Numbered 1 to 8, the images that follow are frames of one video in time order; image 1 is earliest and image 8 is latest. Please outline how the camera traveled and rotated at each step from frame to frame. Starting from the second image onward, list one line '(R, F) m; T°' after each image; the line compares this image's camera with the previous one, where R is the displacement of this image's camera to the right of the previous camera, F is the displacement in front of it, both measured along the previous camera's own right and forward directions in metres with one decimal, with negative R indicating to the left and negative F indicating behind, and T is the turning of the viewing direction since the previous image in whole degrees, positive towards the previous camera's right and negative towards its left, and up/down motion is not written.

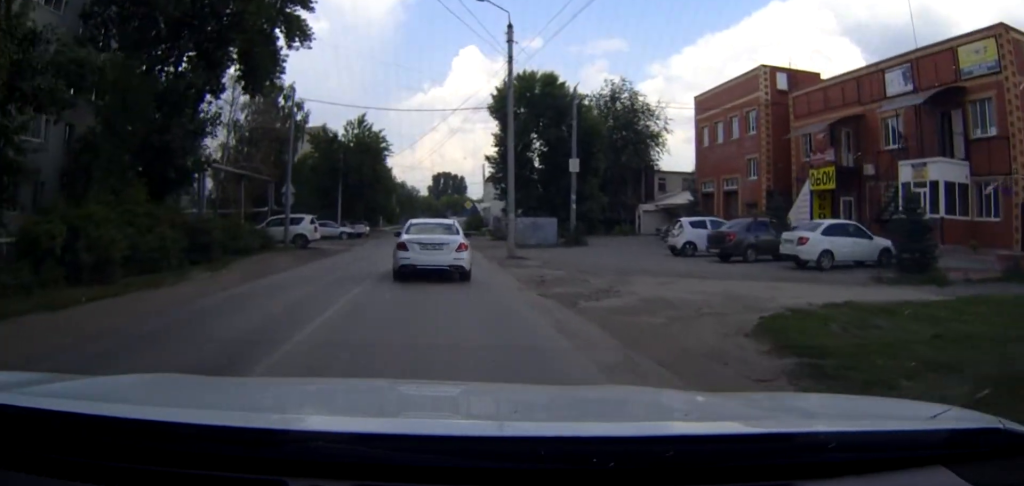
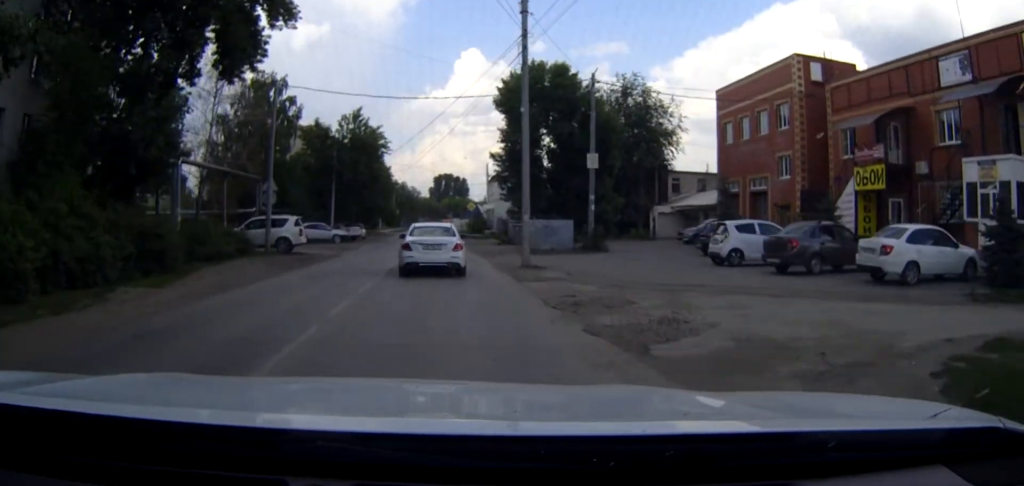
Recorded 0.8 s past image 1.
(0.0, +4.6) m; 0°
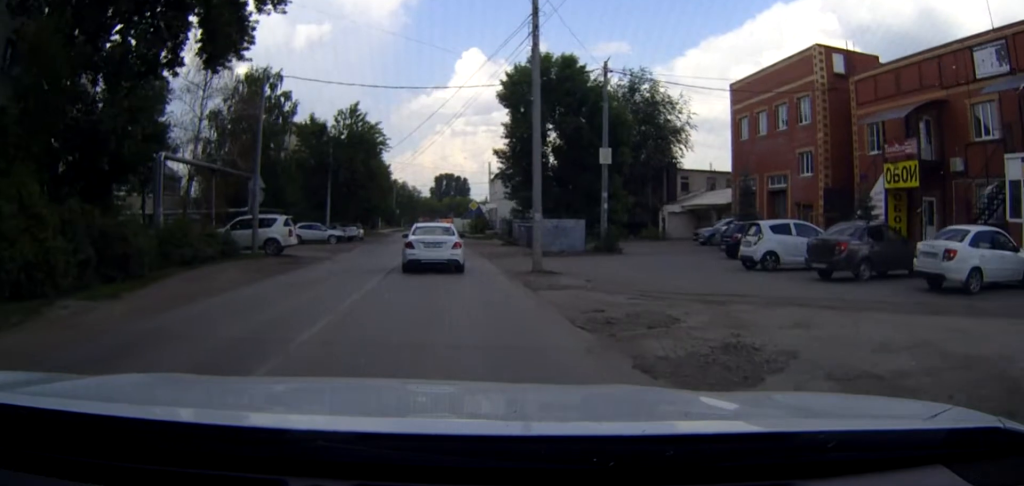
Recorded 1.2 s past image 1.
(0.0, +2.6) m; 0°
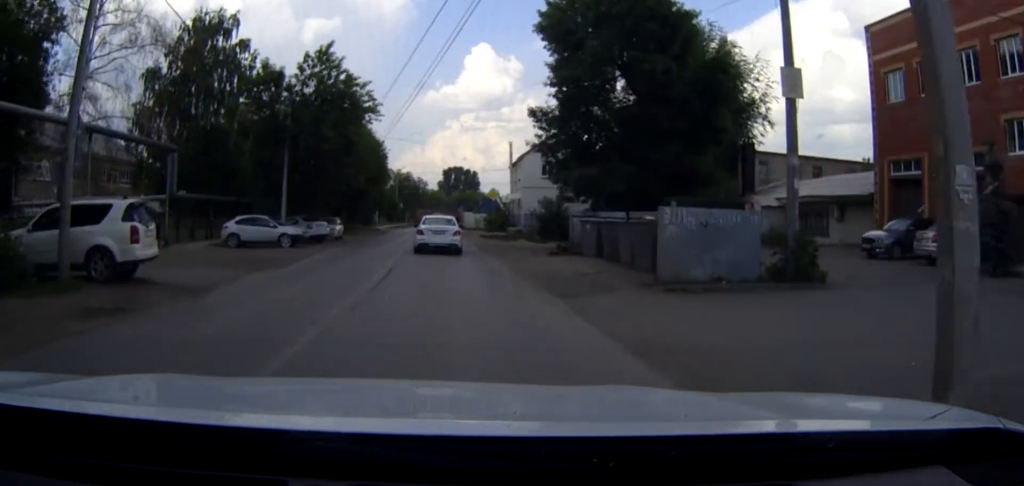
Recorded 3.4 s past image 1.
(-0.2, +16.4) m; -1°
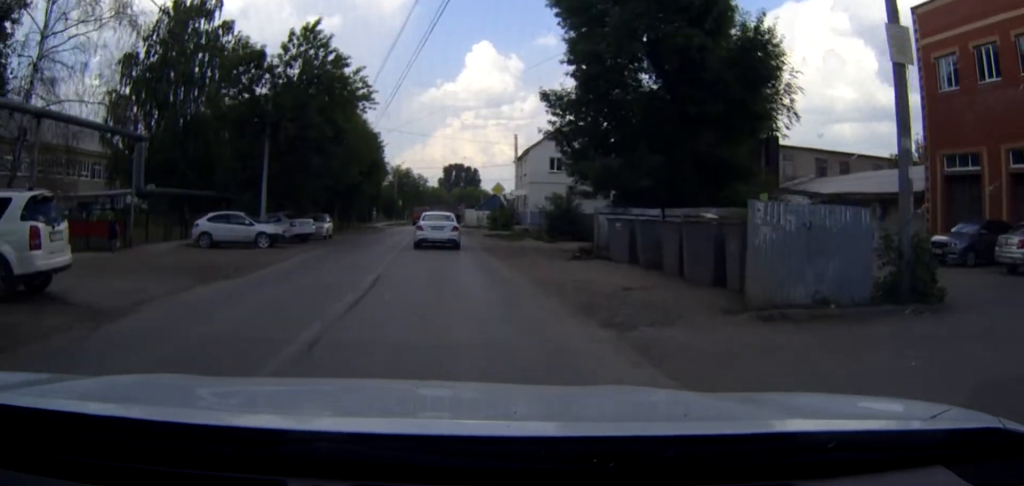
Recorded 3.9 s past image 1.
(0.0, +4.4) m; 0°
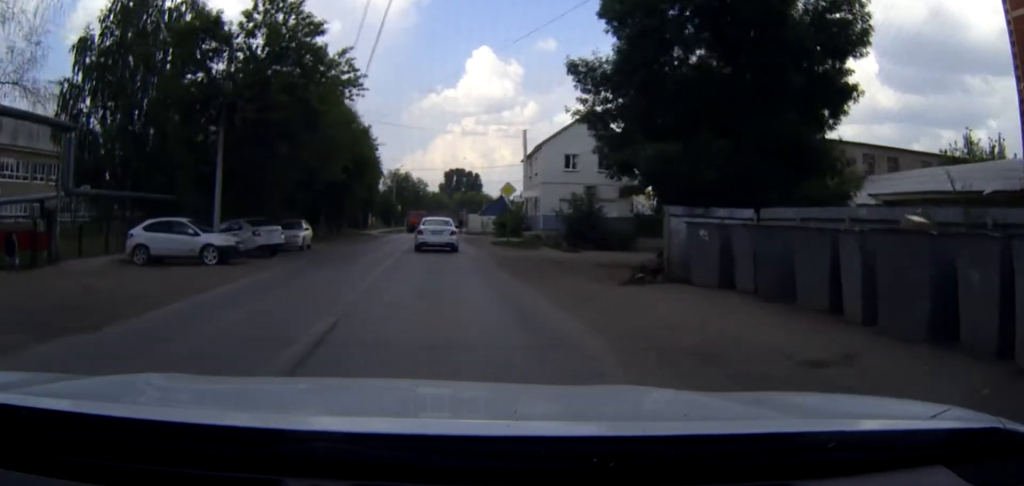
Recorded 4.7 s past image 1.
(0.0, +7.3) m; 0°
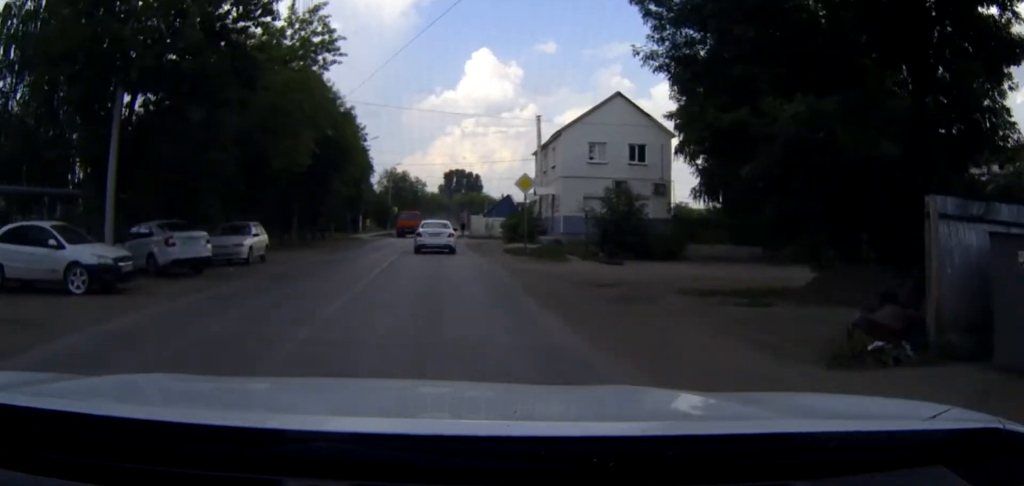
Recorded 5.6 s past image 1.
(0.0, +9.1) m; 0°
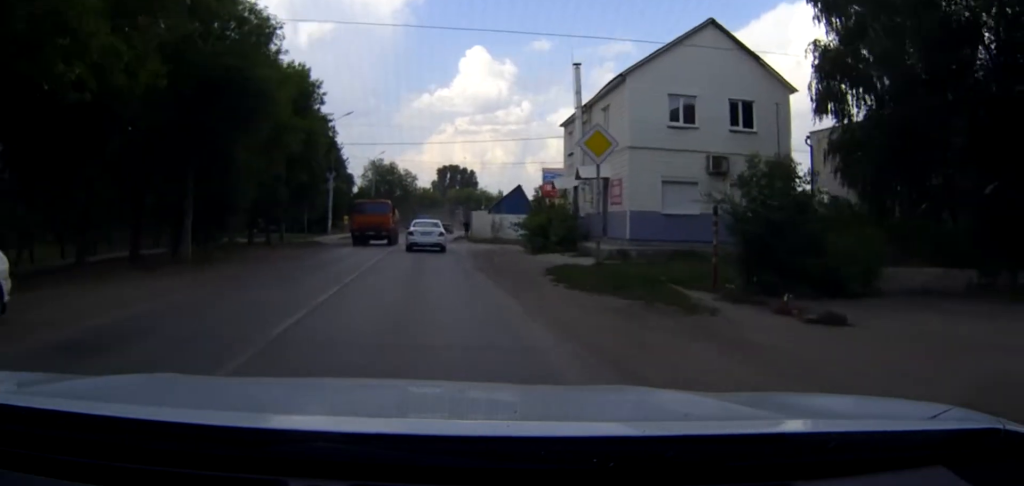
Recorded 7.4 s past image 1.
(0.0, +16.9) m; 0°
